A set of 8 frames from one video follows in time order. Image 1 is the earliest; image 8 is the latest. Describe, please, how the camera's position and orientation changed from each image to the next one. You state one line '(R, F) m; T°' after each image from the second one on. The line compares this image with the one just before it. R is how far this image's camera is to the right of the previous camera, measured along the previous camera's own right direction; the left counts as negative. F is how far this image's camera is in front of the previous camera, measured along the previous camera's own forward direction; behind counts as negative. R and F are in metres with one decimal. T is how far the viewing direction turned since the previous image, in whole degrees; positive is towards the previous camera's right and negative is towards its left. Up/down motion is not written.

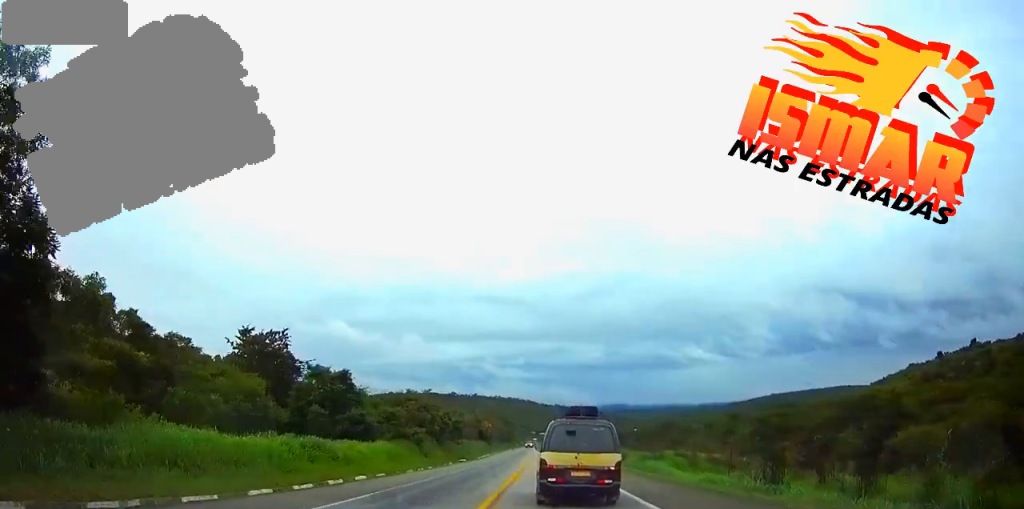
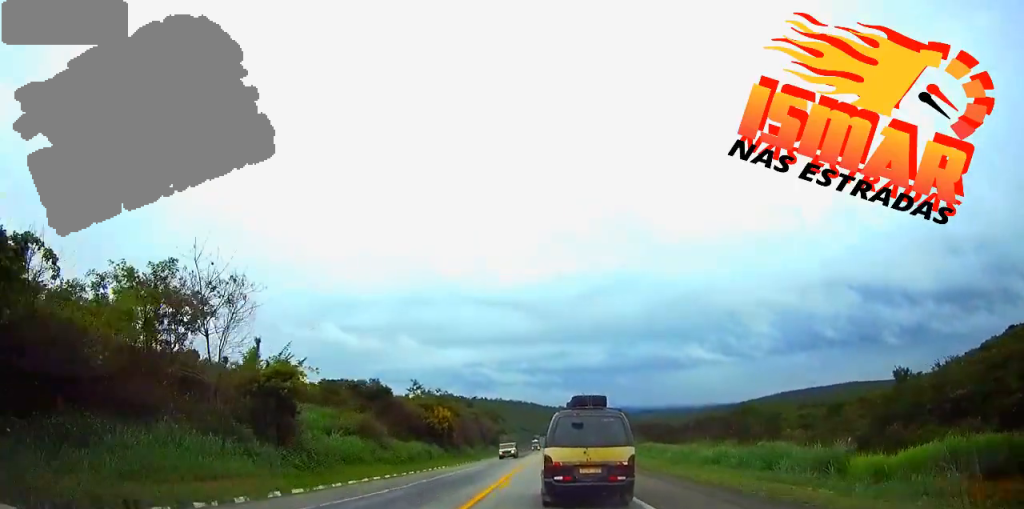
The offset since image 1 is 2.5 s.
(-0.3, +69.6) m; -1°
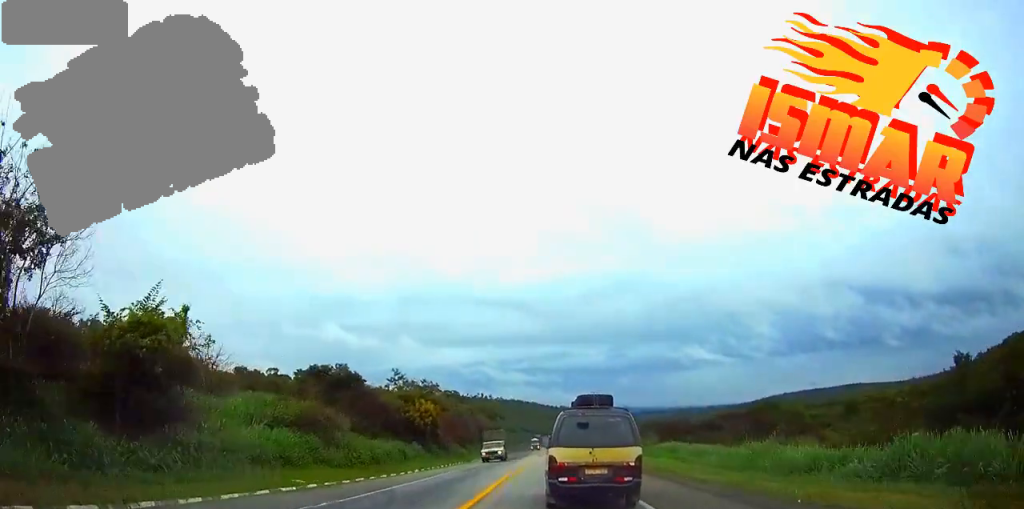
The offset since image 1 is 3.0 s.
(0.0, +12.9) m; 0°
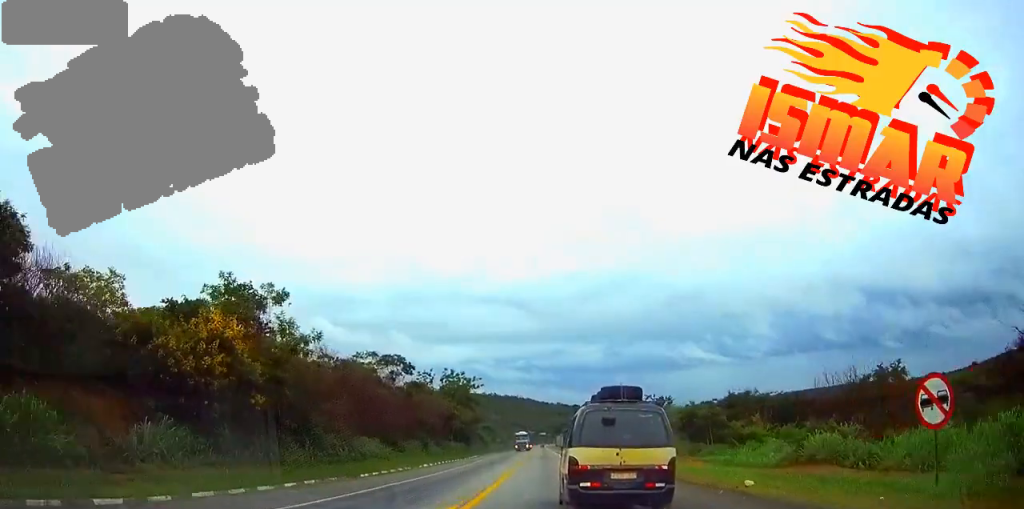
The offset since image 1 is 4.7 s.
(+0.2, +46.4) m; 0°
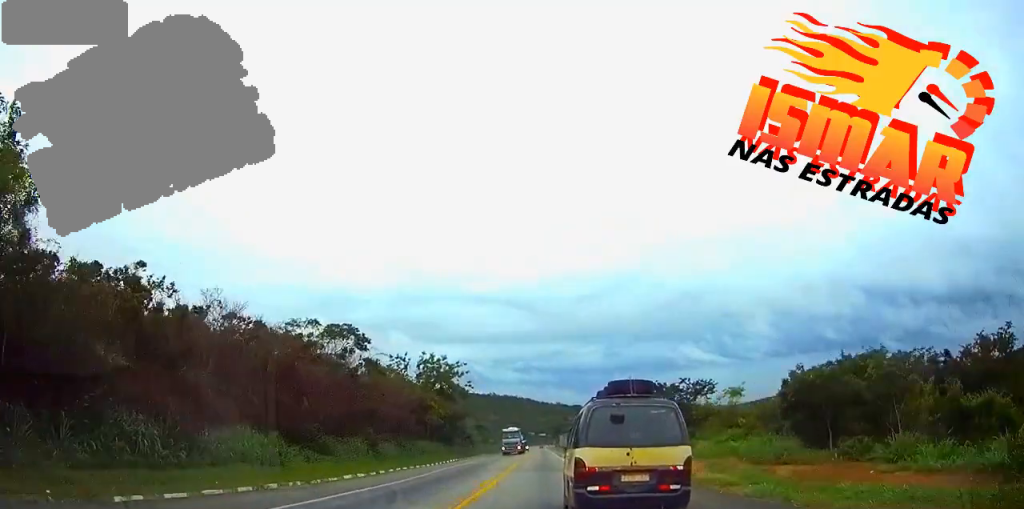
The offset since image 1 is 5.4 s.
(-0.1, +21.3) m; 0°
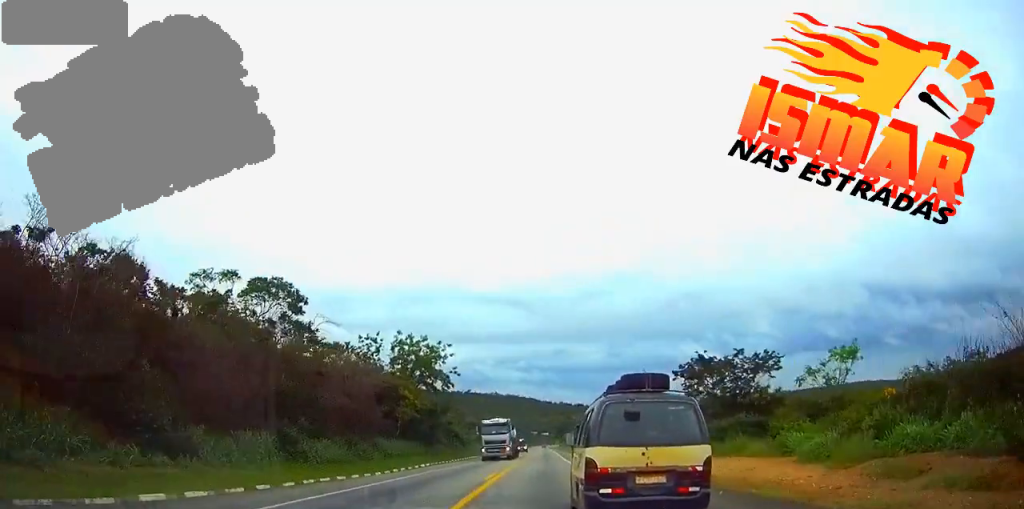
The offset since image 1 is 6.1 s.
(+0.1, +17.4) m; 0°
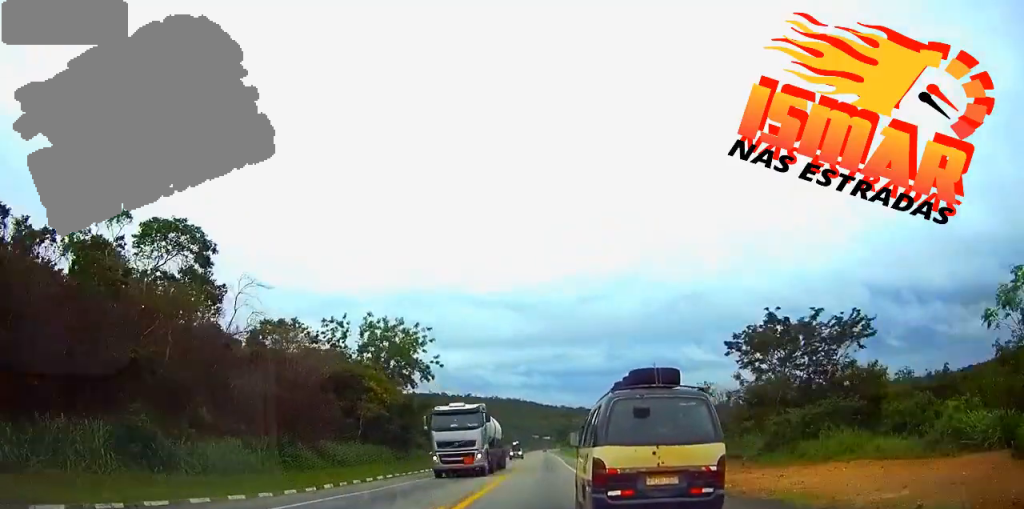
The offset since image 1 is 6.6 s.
(+0.1, +13.8) m; 0°
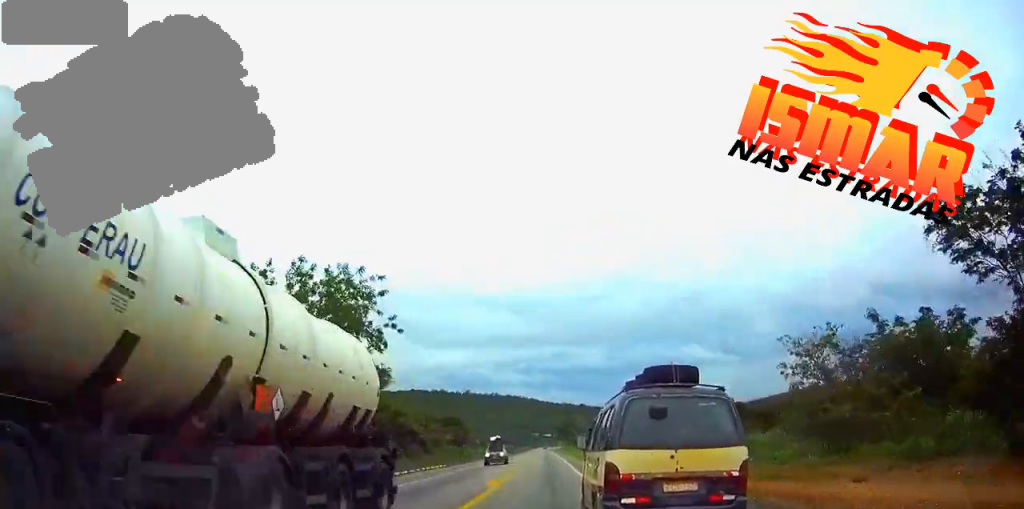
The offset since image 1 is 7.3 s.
(-0.1, +19.3) m; -1°
